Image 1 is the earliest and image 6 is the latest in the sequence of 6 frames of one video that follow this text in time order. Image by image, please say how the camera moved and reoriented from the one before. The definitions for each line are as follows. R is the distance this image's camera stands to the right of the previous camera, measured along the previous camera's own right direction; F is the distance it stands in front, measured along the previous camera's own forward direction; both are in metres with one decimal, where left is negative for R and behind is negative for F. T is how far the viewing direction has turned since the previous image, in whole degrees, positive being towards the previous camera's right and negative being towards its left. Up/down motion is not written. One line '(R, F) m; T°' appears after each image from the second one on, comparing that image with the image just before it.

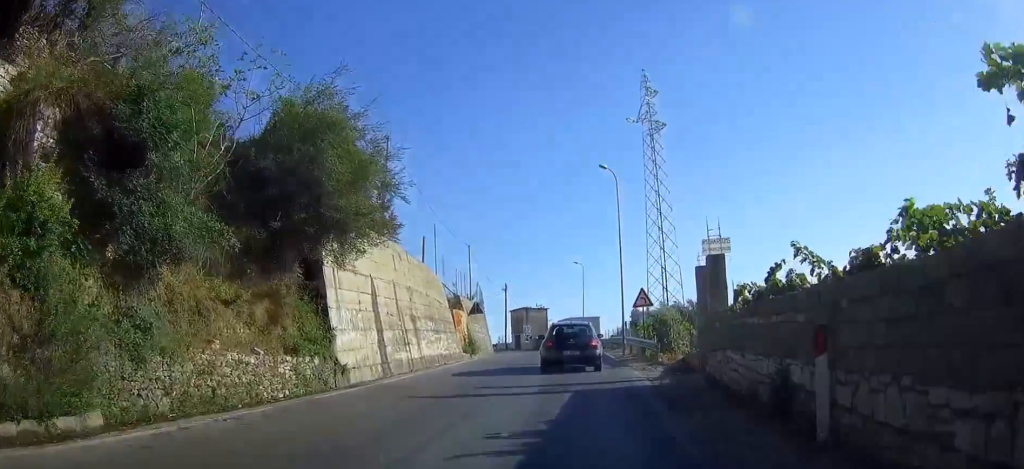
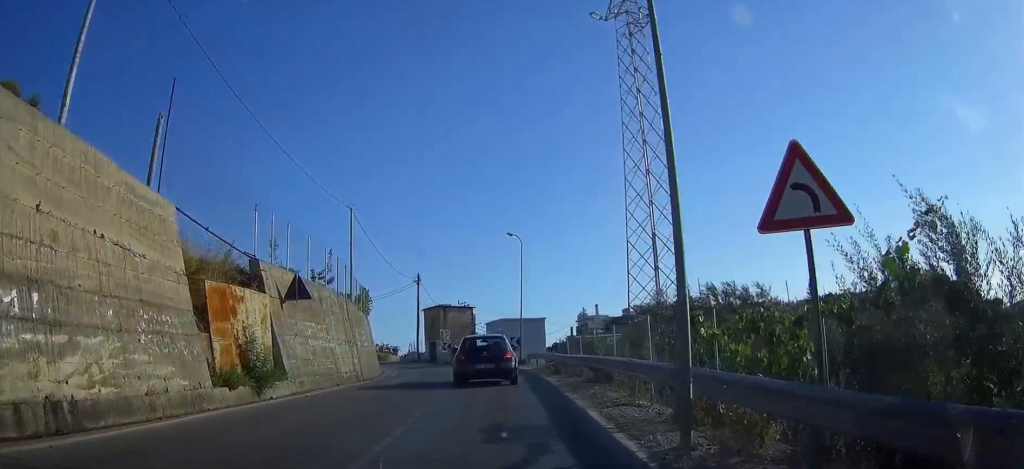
(+1.4, +21.8) m; +5°
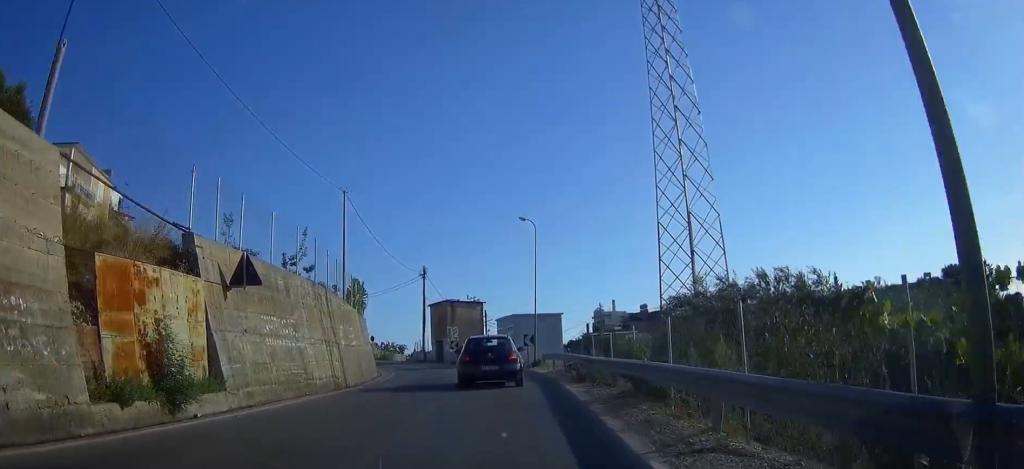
(0.0, +4.7) m; -1°
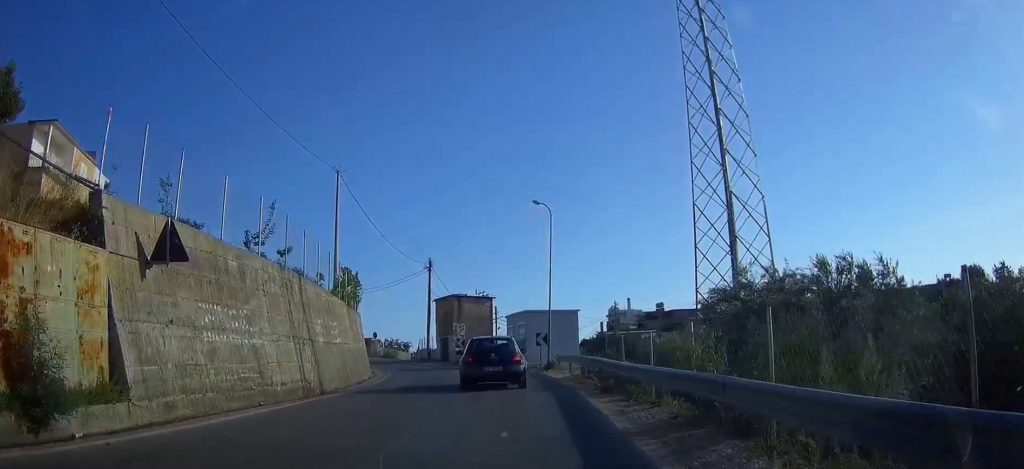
(-0.1, +4.1) m; -1°
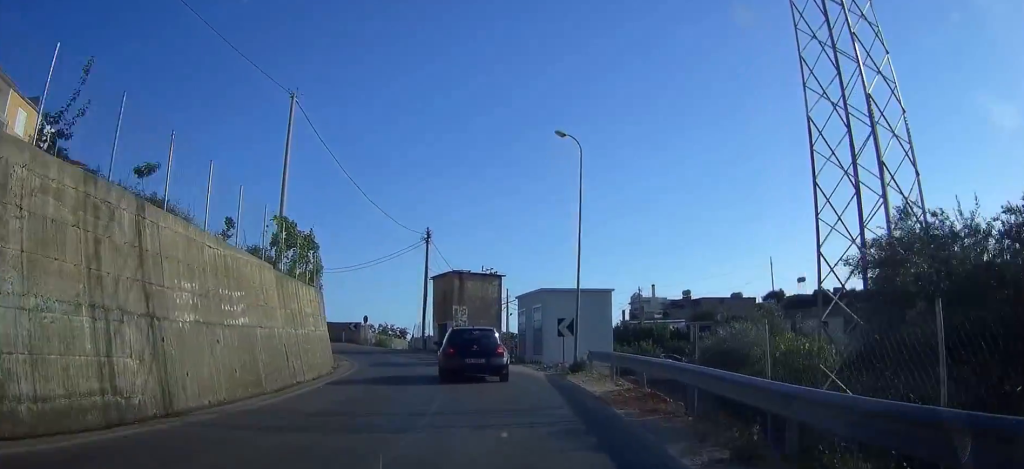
(-0.1, +9.4) m; -1°
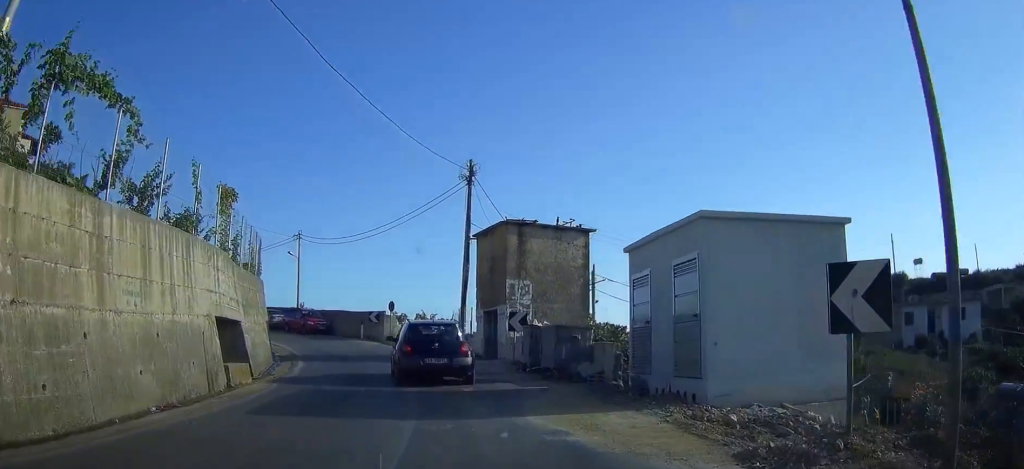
(-0.8, +17.0) m; -7°
